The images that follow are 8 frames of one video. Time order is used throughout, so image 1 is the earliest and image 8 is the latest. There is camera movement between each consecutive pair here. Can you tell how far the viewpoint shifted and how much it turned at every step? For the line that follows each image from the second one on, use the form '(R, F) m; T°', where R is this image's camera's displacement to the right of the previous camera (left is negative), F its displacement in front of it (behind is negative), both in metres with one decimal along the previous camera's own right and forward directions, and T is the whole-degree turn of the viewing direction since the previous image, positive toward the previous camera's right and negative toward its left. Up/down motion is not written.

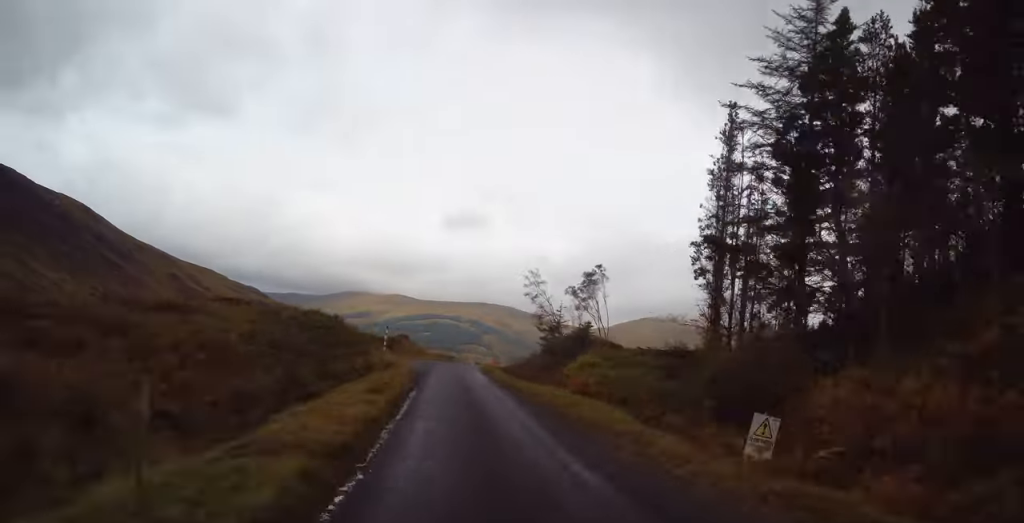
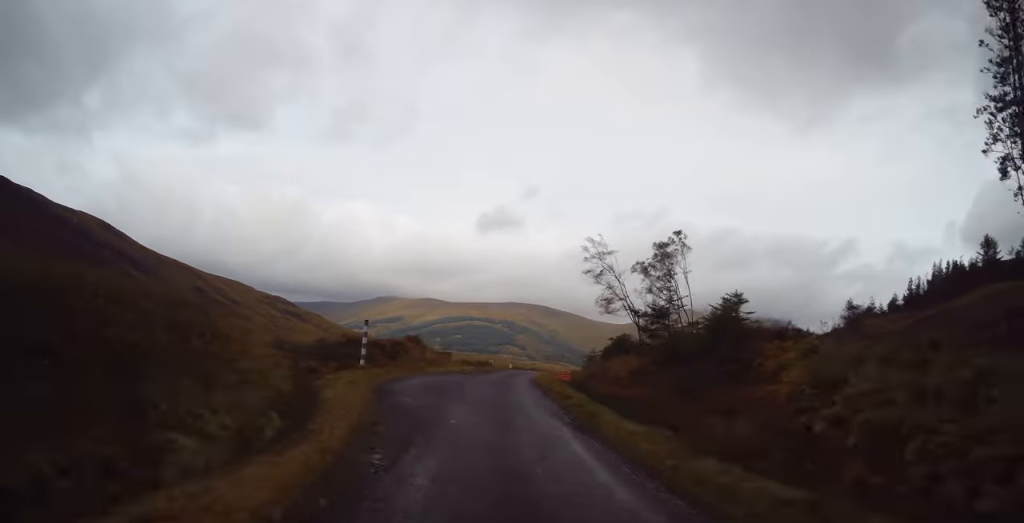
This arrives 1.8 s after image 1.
(-0.2, +21.6) m; 0°
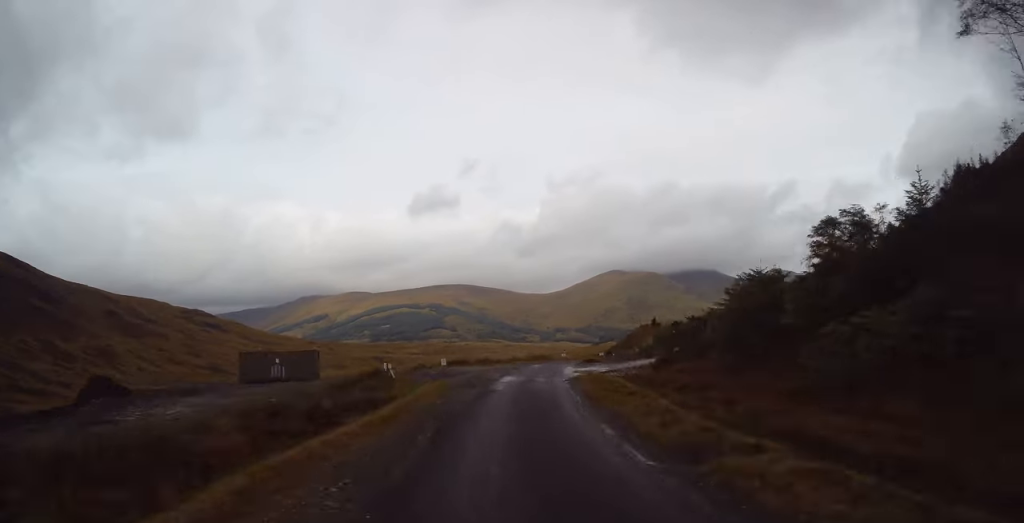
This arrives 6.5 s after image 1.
(+2.7, +54.8) m; +7°
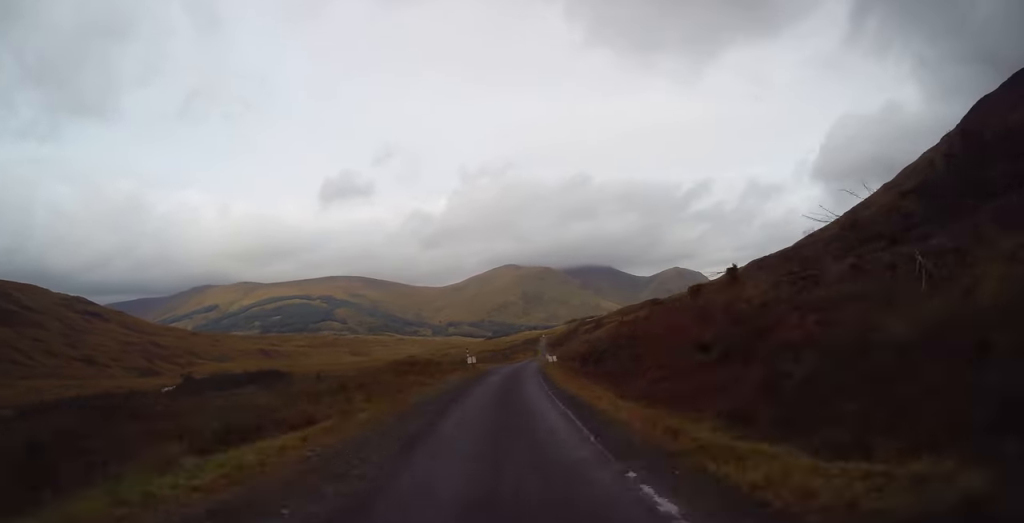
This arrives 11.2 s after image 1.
(+3.9, +56.3) m; +7°
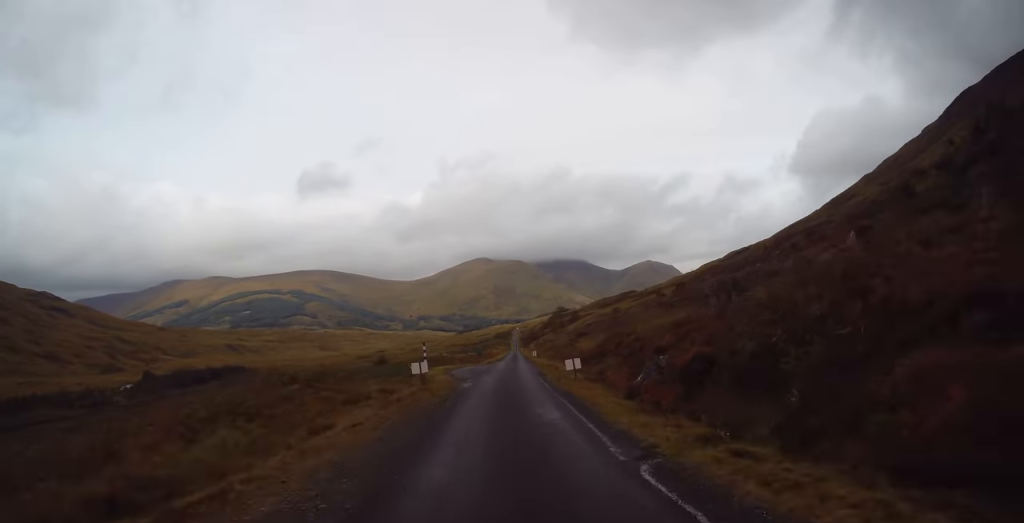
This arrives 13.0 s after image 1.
(+0.1, +22.4) m; +3°
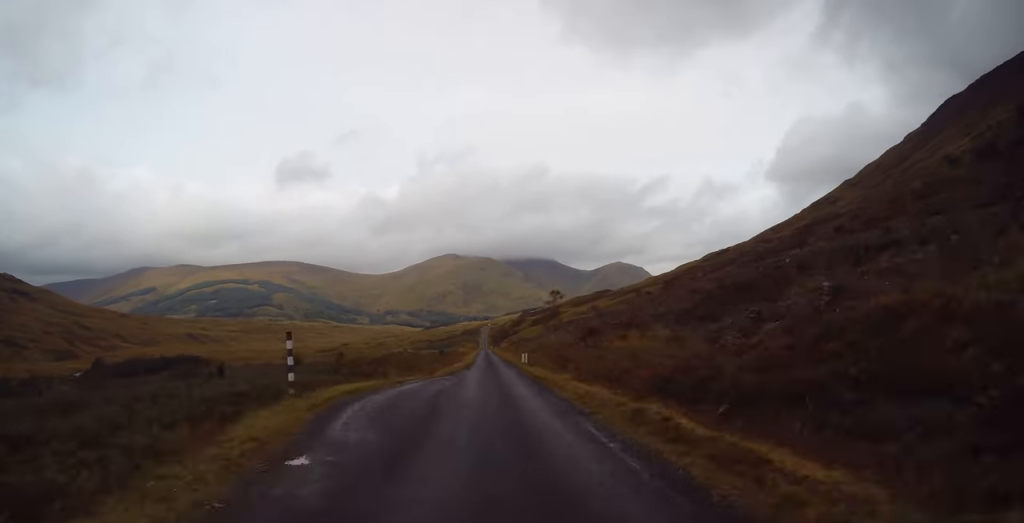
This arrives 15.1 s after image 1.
(+1.1, +27.0) m; +2°
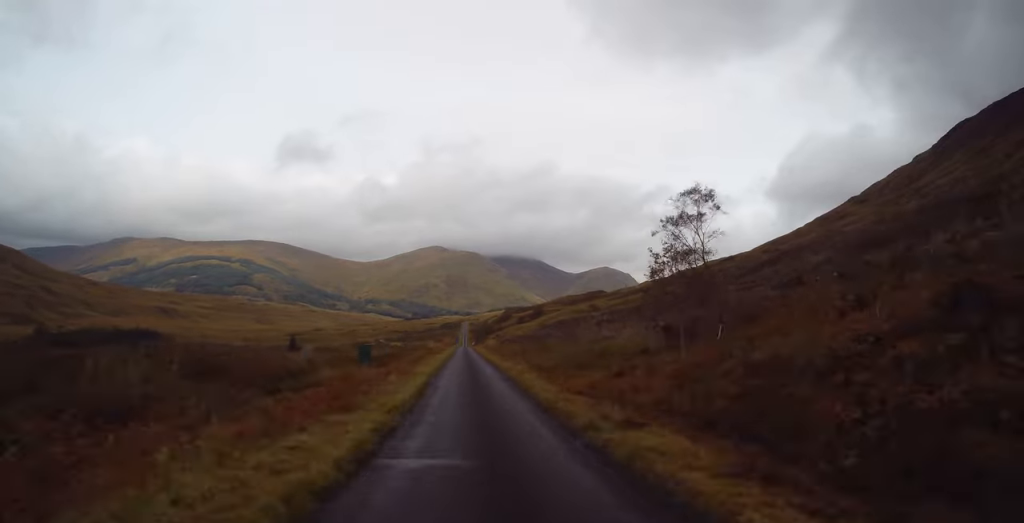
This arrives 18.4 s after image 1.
(+0.4, +43.0) m; 0°
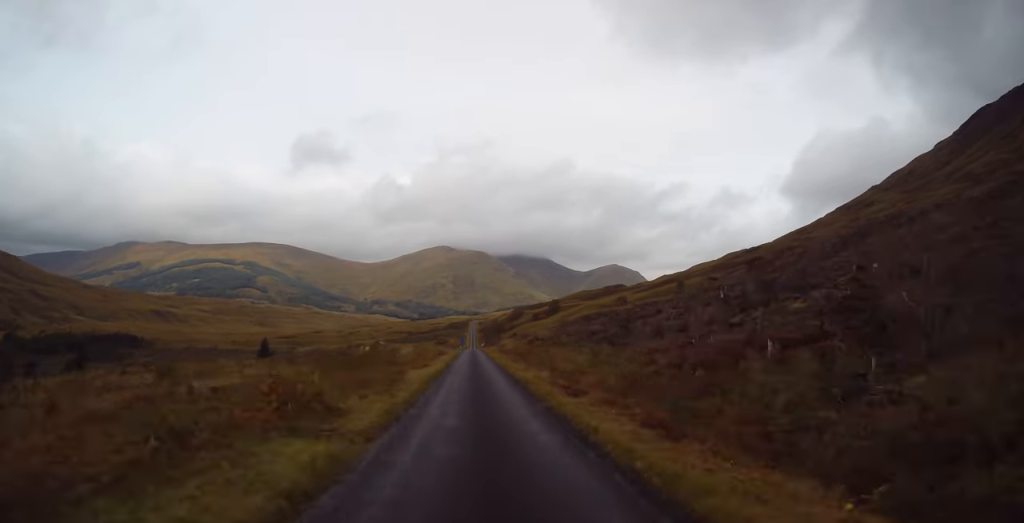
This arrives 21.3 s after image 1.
(-0.2, +38.1) m; -1°
